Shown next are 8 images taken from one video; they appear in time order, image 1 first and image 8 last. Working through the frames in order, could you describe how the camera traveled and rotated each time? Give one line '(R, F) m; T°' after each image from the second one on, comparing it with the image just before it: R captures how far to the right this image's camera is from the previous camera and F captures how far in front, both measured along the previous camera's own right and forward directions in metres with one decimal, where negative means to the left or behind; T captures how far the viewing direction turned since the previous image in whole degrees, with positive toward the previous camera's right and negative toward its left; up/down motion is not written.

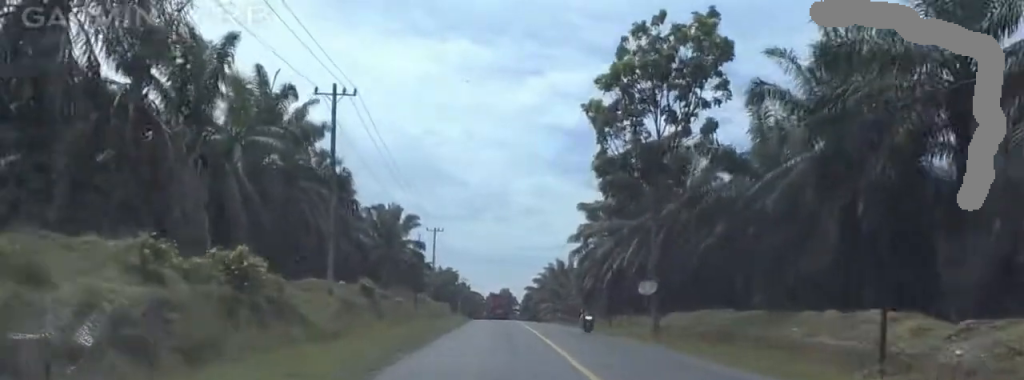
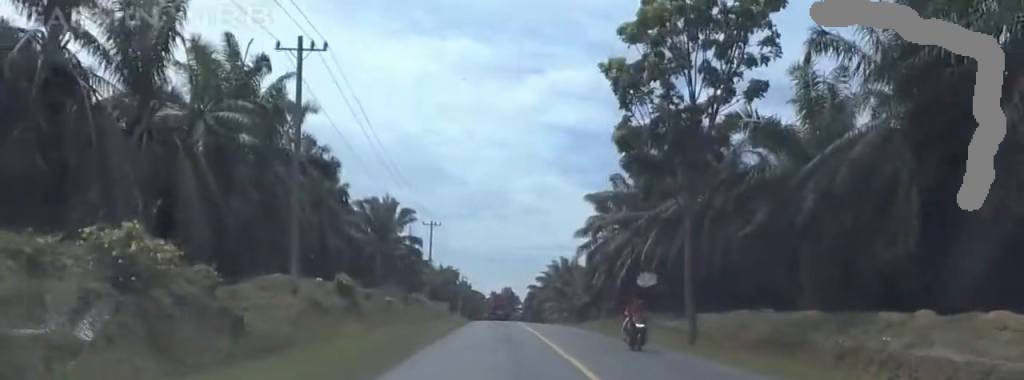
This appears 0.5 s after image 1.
(-0.1, +7.2) m; -1°
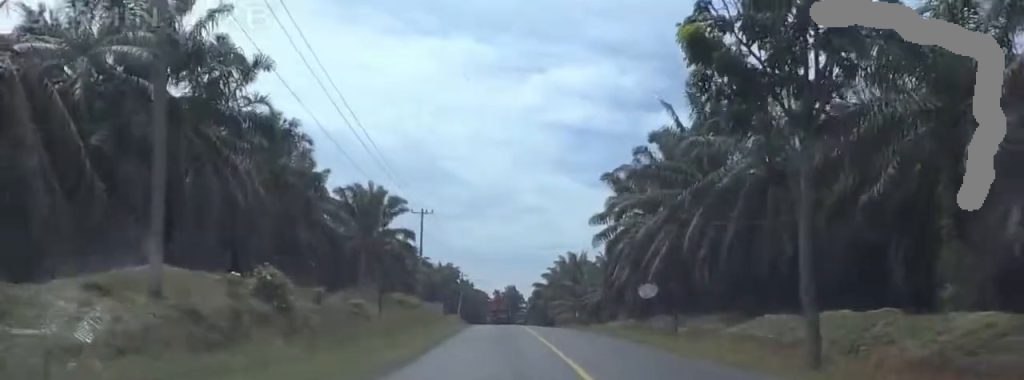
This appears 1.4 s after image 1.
(0.0, +13.2) m; -2°
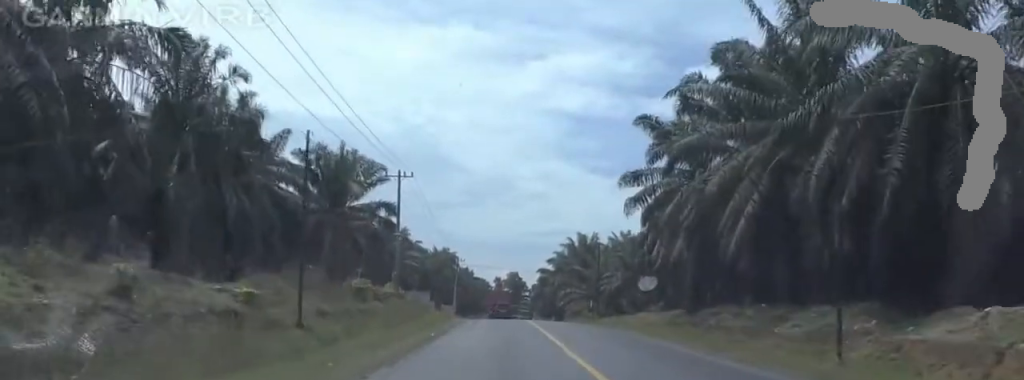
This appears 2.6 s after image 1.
(-0.5, +18.3) m; 0°
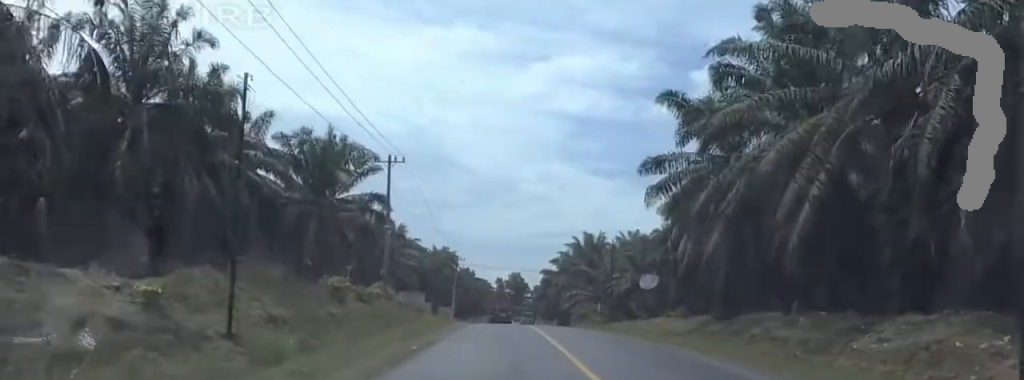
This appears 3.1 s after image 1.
(+0.3, +7.2) m; +1°
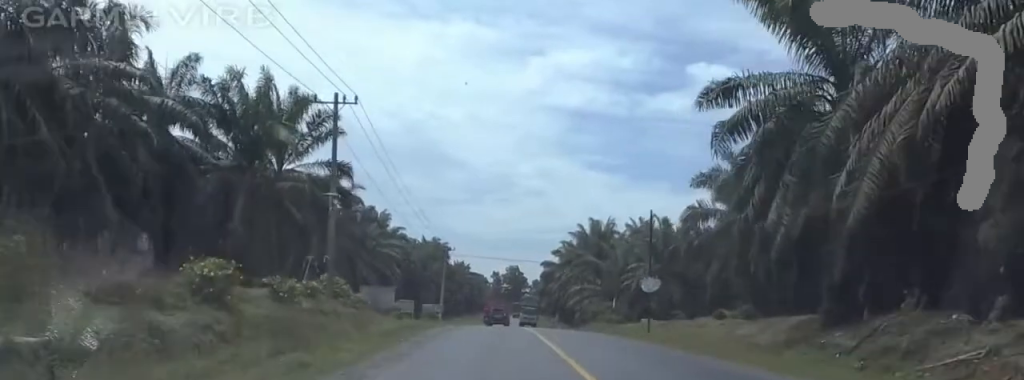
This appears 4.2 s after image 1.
(+0.3, +16.7) m; +1°
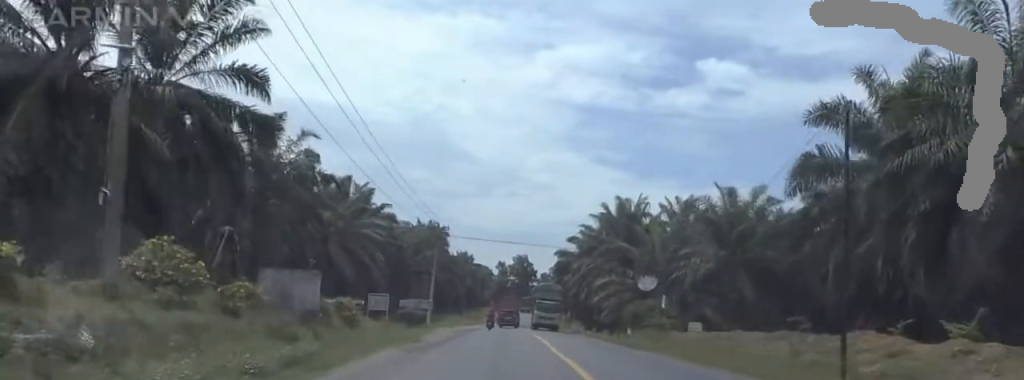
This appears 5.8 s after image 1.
(0.0, +23.3) m; 0°
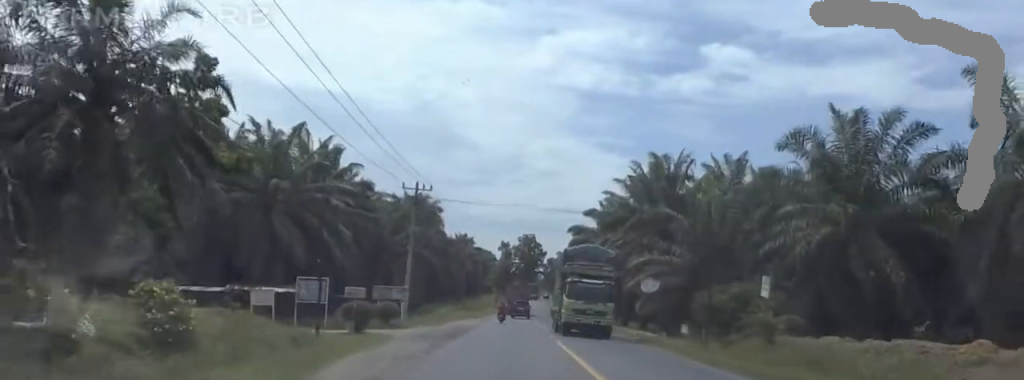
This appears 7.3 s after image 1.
(0.0, +23.2) m; 0°
